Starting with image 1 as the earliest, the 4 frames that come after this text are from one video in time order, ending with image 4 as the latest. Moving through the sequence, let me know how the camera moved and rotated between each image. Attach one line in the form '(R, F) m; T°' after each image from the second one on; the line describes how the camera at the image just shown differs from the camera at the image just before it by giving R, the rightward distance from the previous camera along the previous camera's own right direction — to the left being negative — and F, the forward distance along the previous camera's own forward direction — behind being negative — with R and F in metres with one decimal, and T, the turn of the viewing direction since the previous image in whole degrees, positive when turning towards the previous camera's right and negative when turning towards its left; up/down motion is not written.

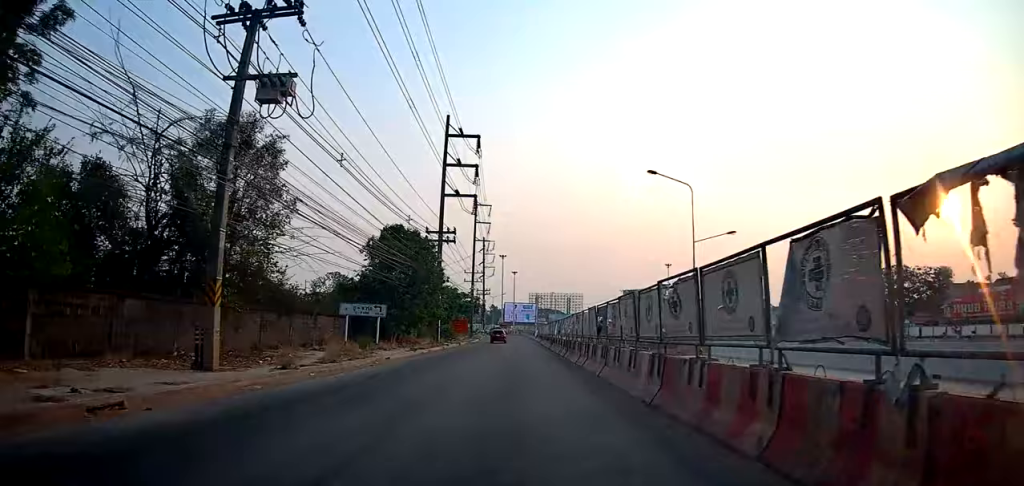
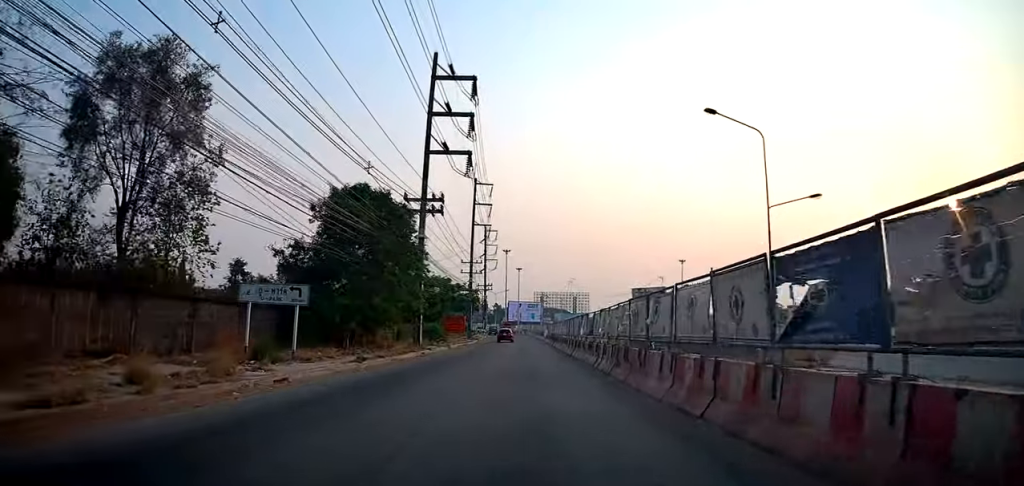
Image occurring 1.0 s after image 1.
(-0.6, +11.8) m; -2°
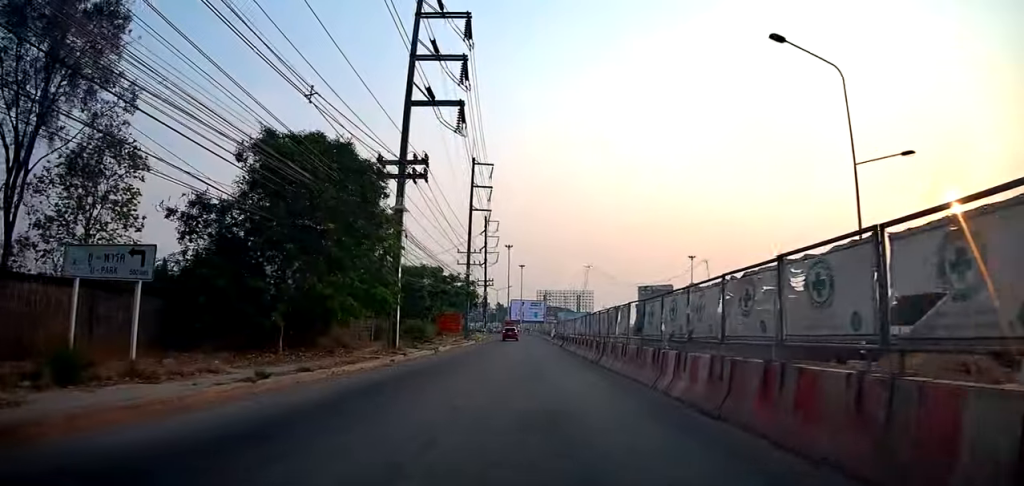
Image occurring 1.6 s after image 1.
(0.0, +7.9) m; +1°
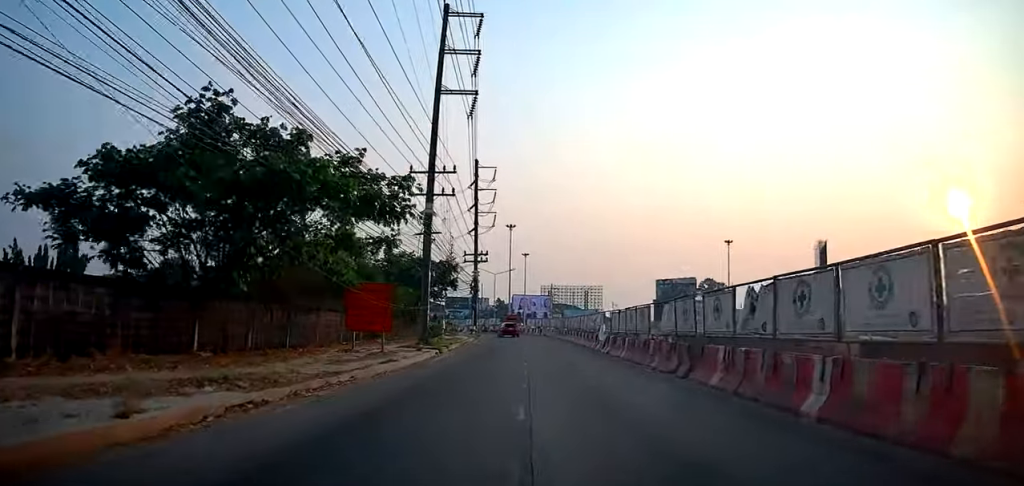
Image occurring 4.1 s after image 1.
(+0.1, +30.2) m; 0°
